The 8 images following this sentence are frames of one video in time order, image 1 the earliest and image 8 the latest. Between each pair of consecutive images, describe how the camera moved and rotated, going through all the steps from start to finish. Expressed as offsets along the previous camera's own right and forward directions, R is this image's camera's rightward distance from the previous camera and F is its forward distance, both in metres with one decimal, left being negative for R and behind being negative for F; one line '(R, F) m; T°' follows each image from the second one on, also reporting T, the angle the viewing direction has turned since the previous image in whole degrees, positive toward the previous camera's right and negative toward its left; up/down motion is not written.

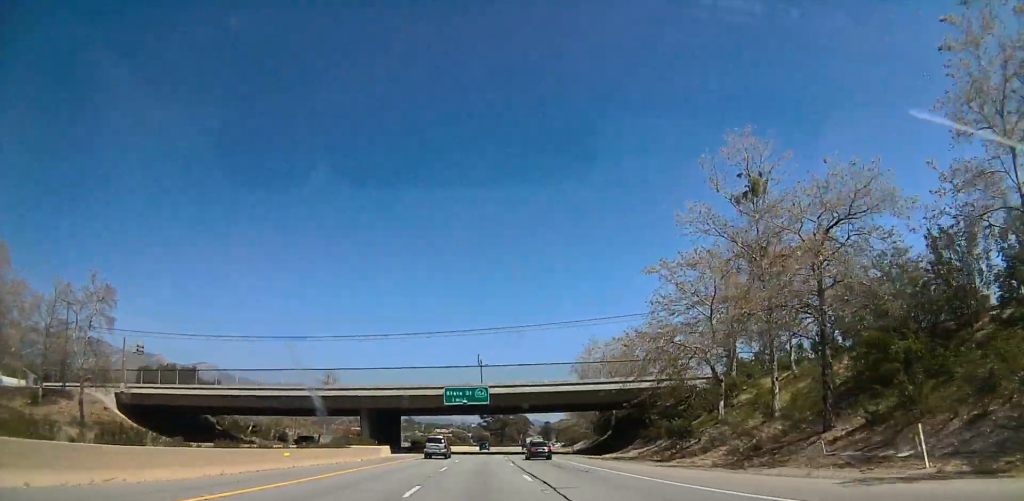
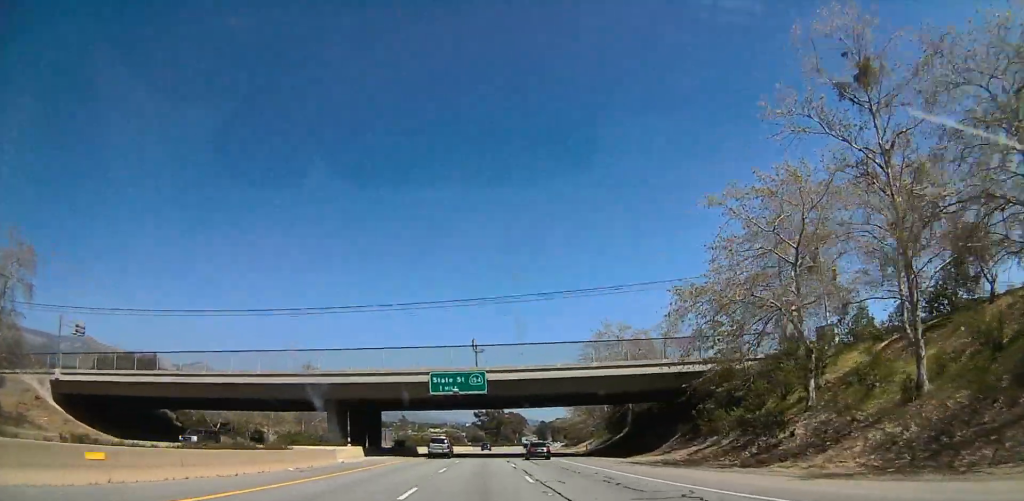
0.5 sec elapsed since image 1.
(+0.1, +14.5) m; +1°
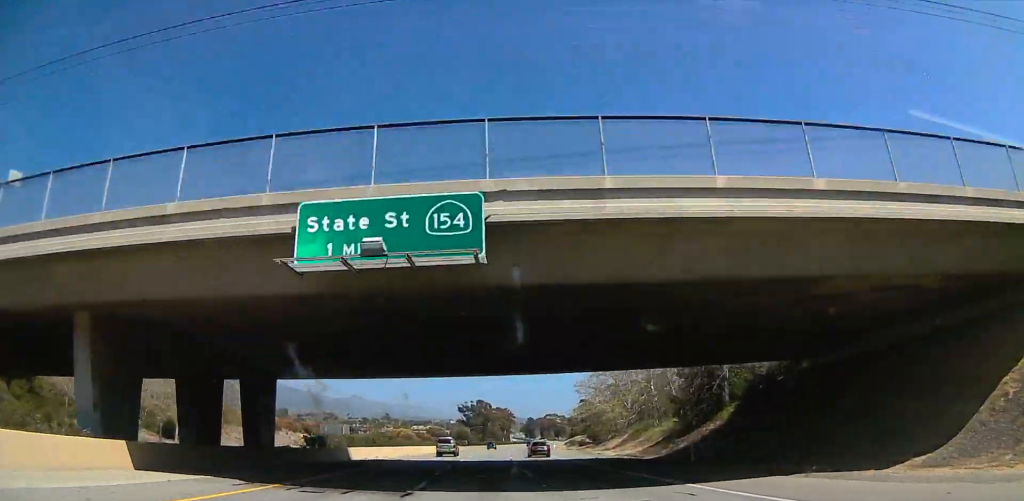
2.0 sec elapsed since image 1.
(+0.9, +42.2) m; +2°
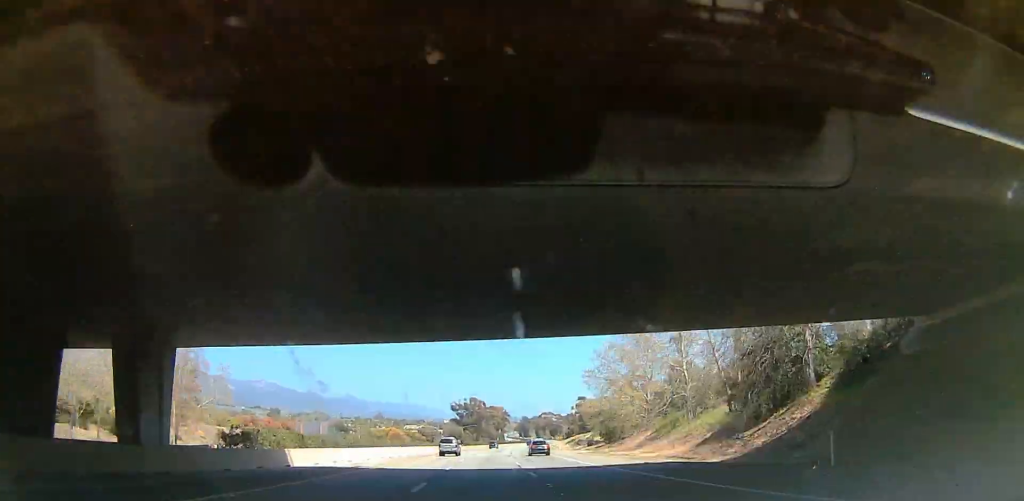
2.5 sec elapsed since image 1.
(0.0, +16.7) m; 0°
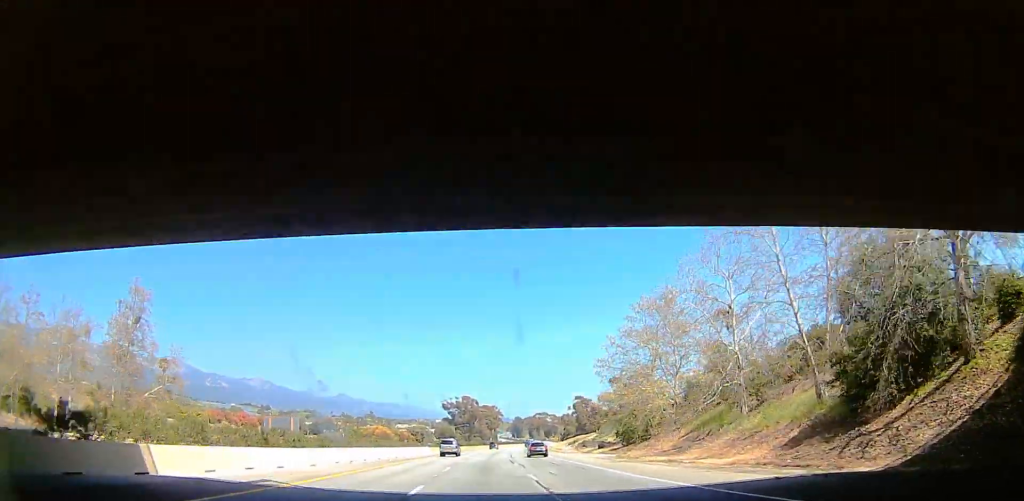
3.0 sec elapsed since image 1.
(0.0, +16.7) m; 0°
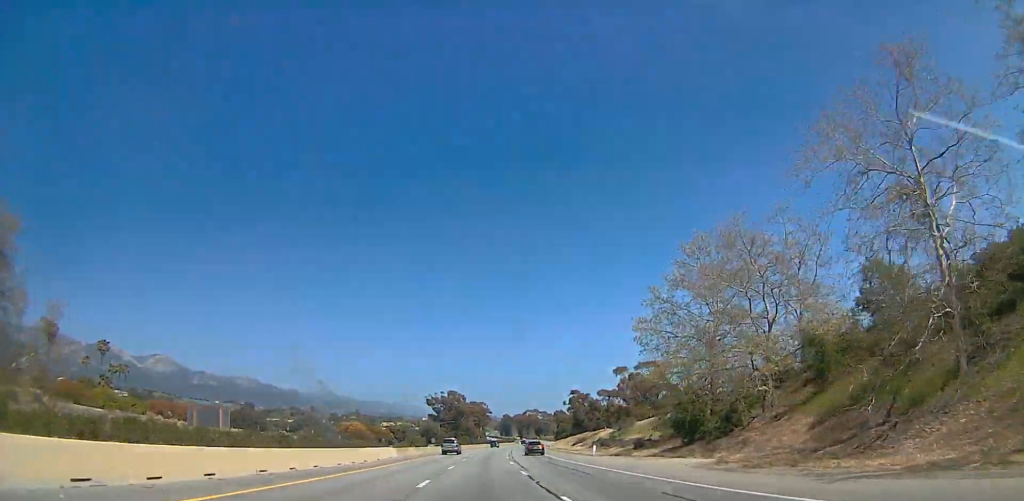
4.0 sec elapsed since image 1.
(0.0, +29.1) m; 0°
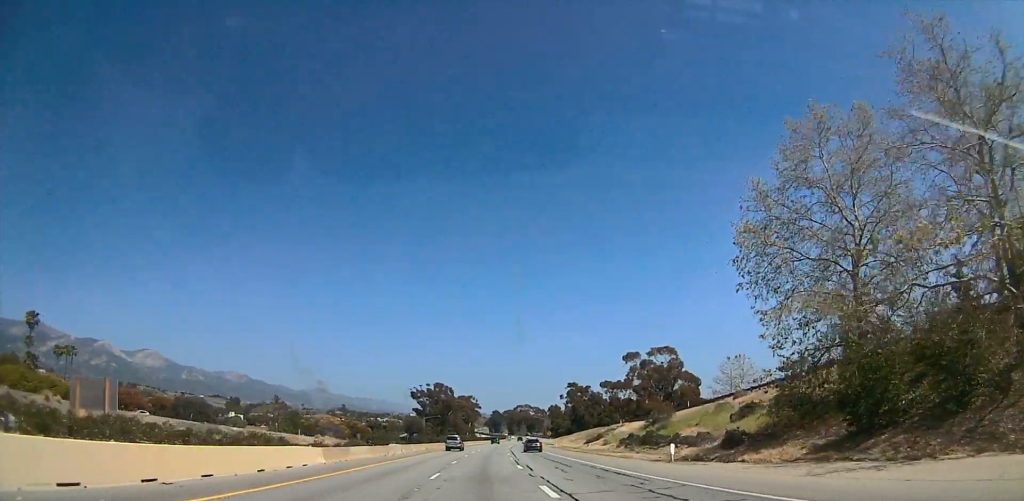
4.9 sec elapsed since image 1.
(0.0, +26.8) m; +1°
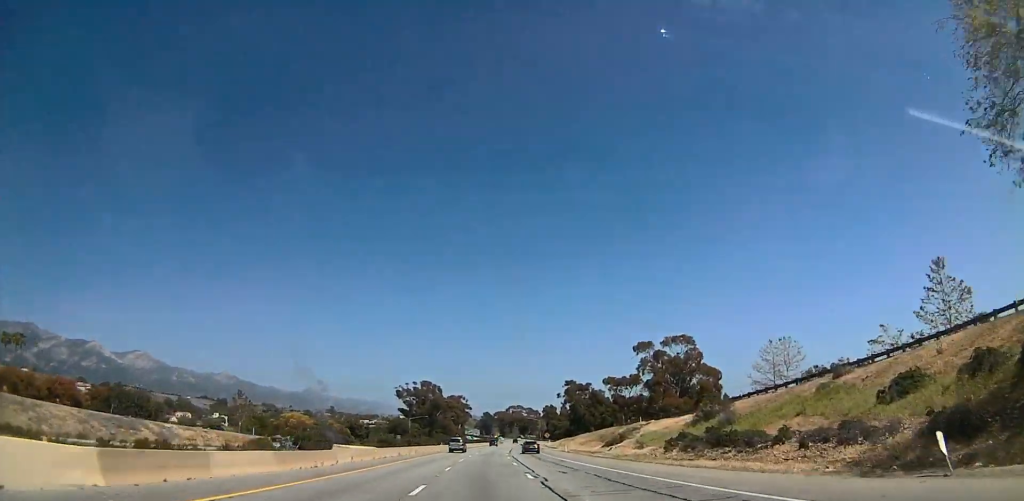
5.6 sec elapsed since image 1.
(+0.3, +19.9) m; +1°
